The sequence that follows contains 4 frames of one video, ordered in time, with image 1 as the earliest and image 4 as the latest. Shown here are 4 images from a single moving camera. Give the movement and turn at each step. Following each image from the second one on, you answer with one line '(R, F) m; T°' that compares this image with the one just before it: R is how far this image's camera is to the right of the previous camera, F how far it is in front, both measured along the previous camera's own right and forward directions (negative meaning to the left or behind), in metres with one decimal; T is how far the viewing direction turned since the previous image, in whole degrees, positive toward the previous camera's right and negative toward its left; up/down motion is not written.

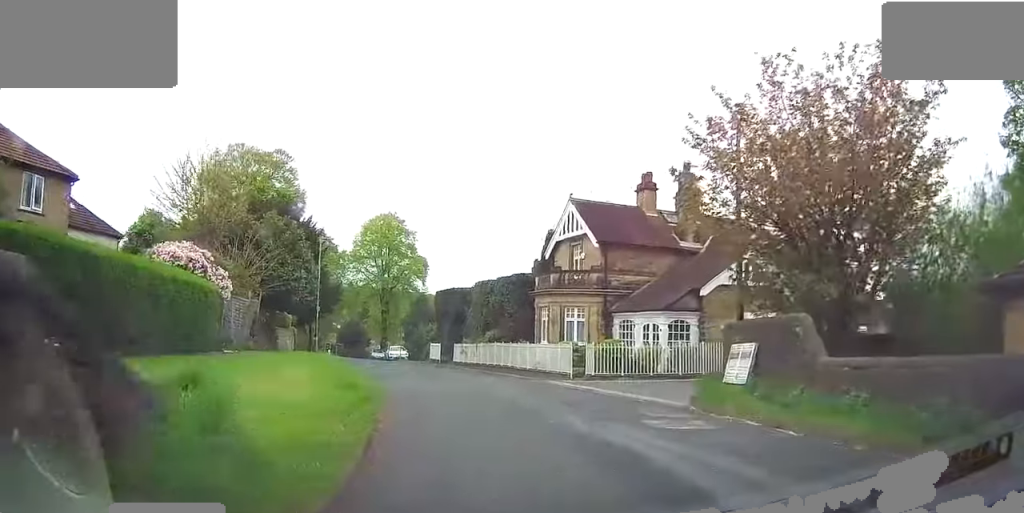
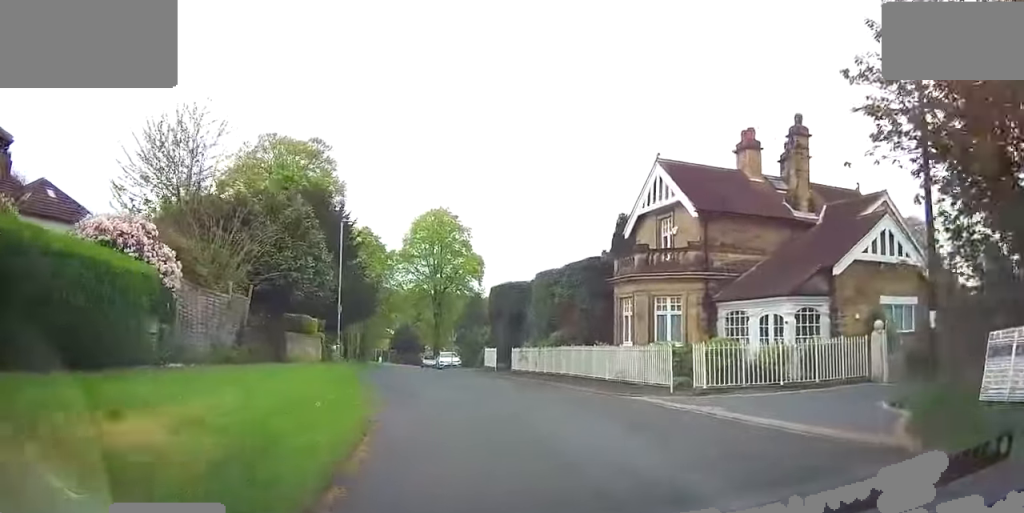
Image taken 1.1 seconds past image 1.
(-0.4, +6.9) m; -10°
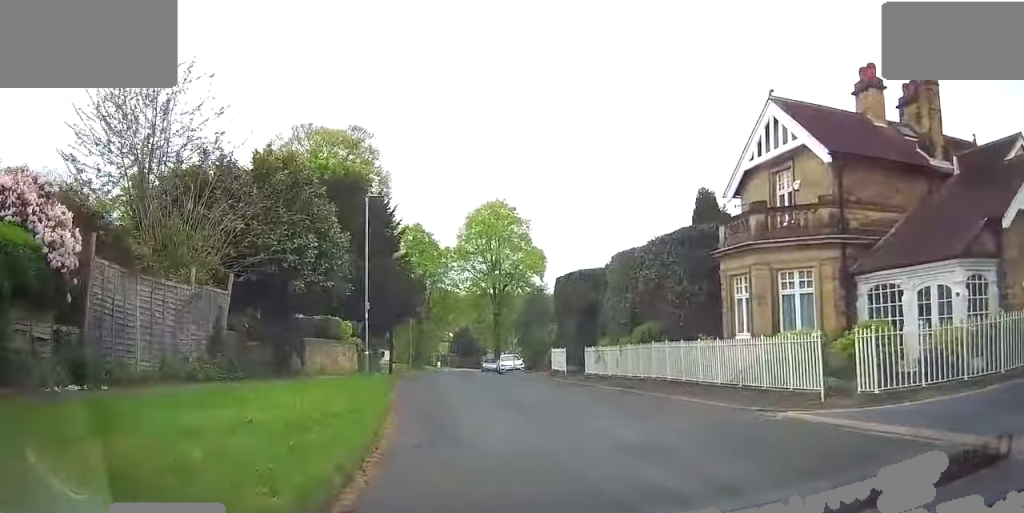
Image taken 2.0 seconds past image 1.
(-0.6, +6.0) m; -1°
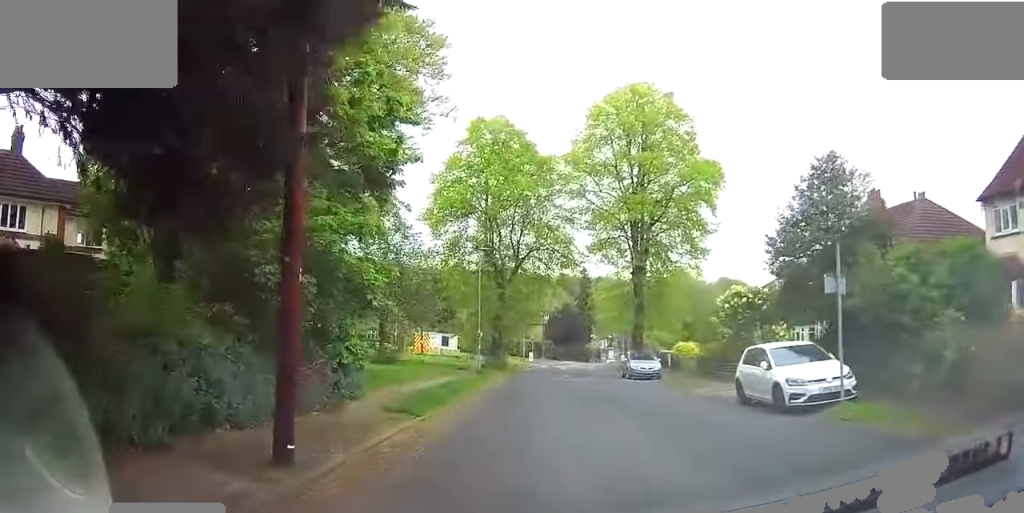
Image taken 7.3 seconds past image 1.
(-3.5, +34.8) m; -7°
